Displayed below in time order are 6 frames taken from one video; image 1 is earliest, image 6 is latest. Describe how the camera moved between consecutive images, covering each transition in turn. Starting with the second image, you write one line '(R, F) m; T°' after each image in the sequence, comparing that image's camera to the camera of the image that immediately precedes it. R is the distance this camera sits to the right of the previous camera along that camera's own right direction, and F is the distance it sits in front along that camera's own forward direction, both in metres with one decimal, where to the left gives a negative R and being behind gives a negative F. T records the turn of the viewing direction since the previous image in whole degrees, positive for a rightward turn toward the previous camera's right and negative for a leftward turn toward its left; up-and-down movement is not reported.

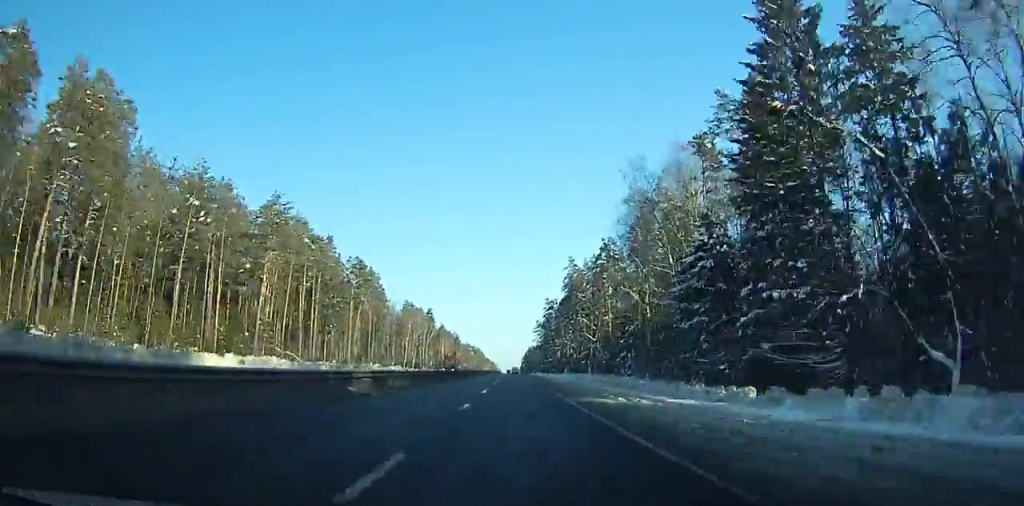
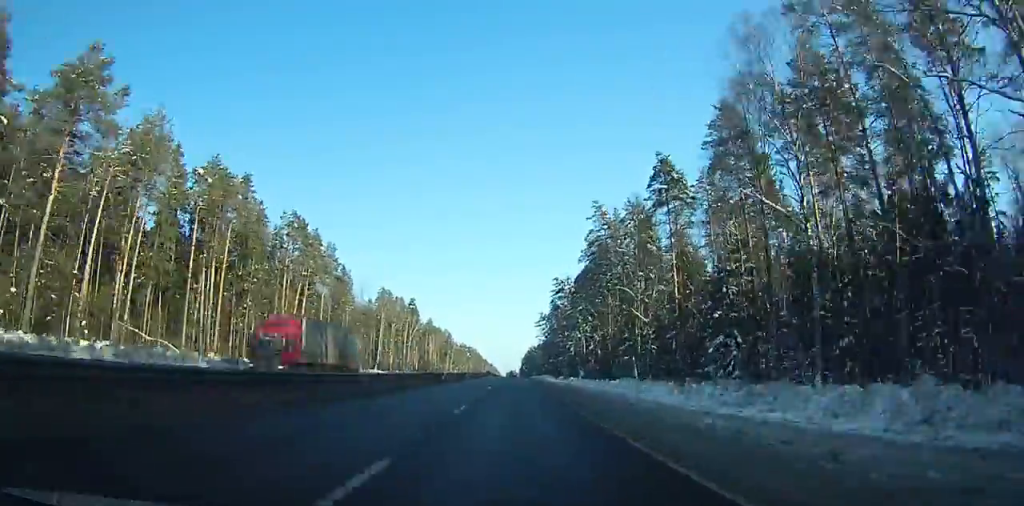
(-0.6, +42.8) m; +1°
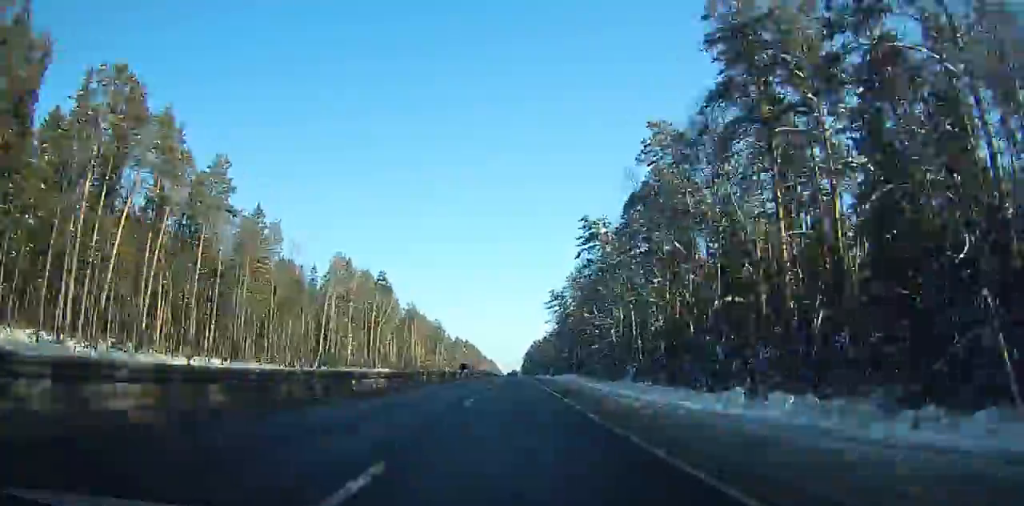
(+2.4, +57.6) m; +1°
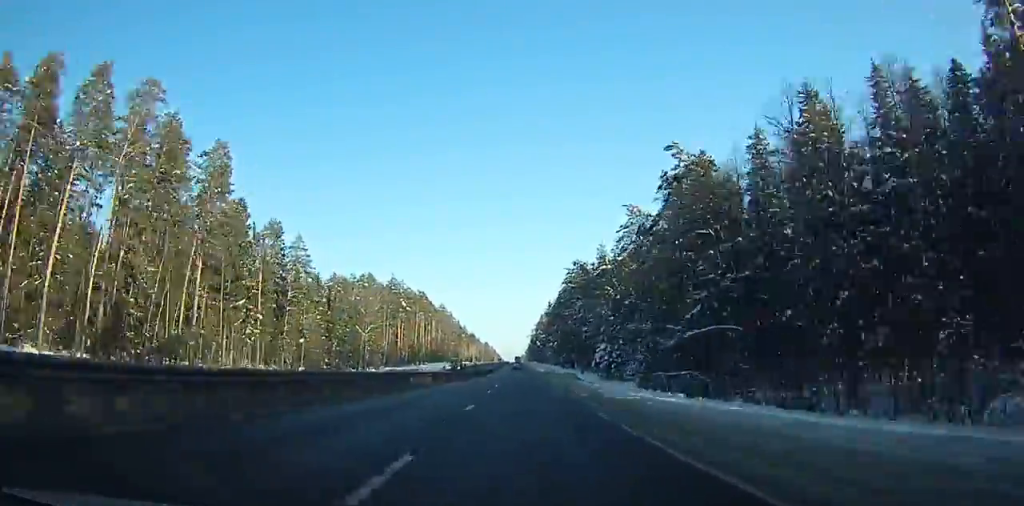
(-4.3, +283.3) m; -1°
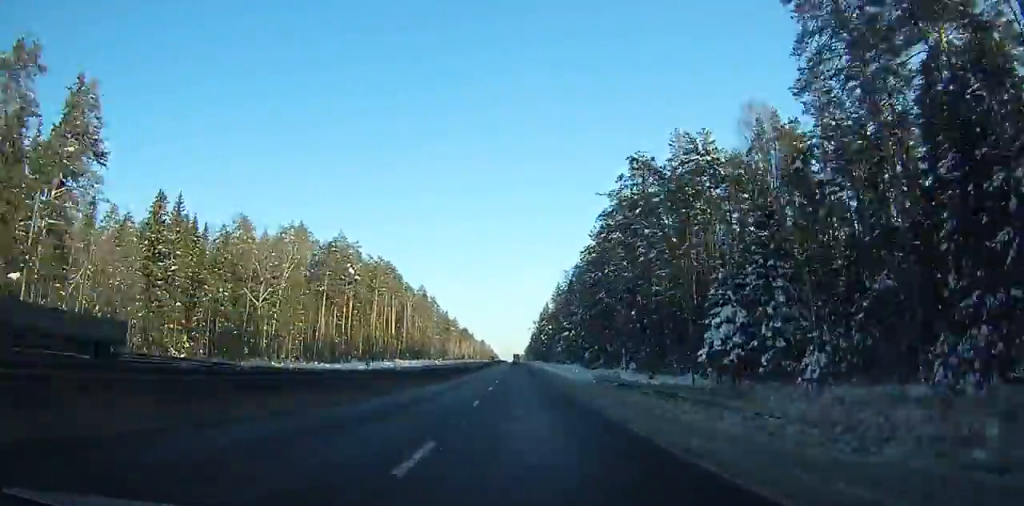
(0.0, +73.0) m; 0°
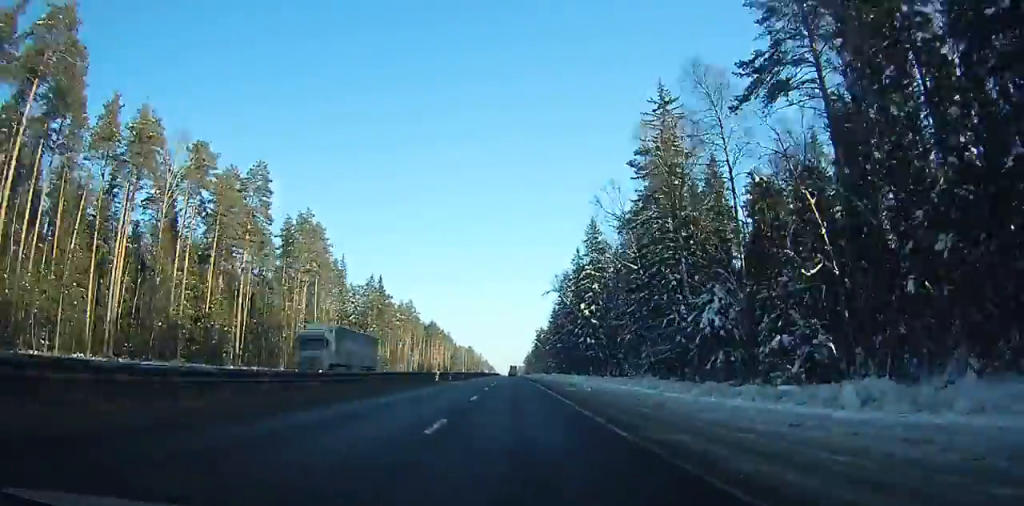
(-0.2, +186.8) m; 0°
